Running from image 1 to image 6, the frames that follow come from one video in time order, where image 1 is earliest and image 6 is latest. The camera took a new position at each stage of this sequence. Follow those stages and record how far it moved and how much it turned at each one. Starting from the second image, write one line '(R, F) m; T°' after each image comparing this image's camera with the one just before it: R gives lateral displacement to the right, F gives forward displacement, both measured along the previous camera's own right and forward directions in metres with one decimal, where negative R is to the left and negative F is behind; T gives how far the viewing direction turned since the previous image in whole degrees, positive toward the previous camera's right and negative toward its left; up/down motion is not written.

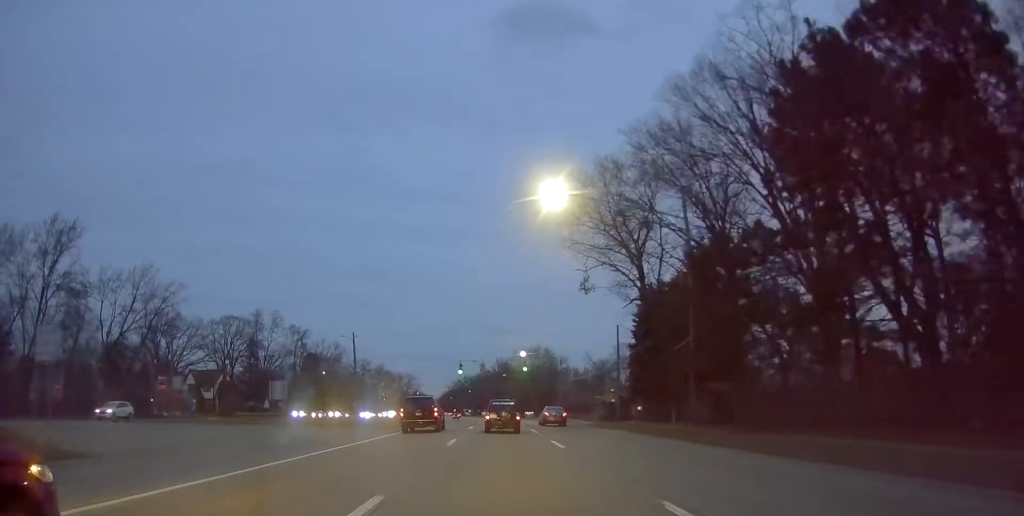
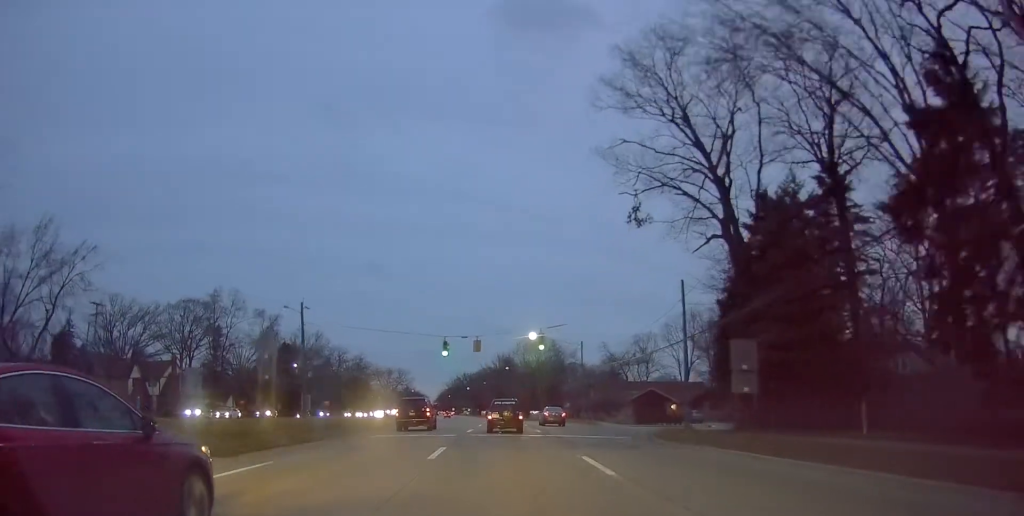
(-0.8, +20.9) m; -2°
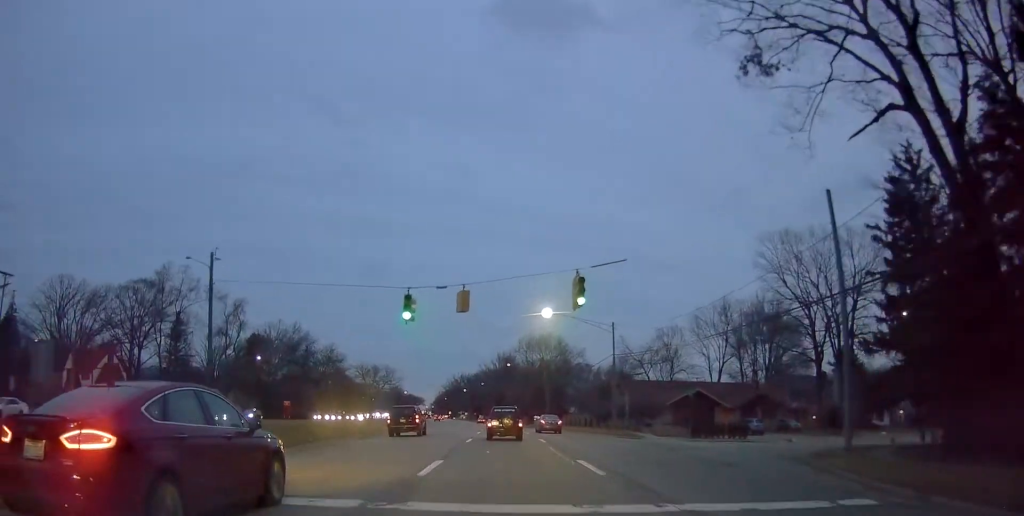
(+0.2, +19.0) m; +2°
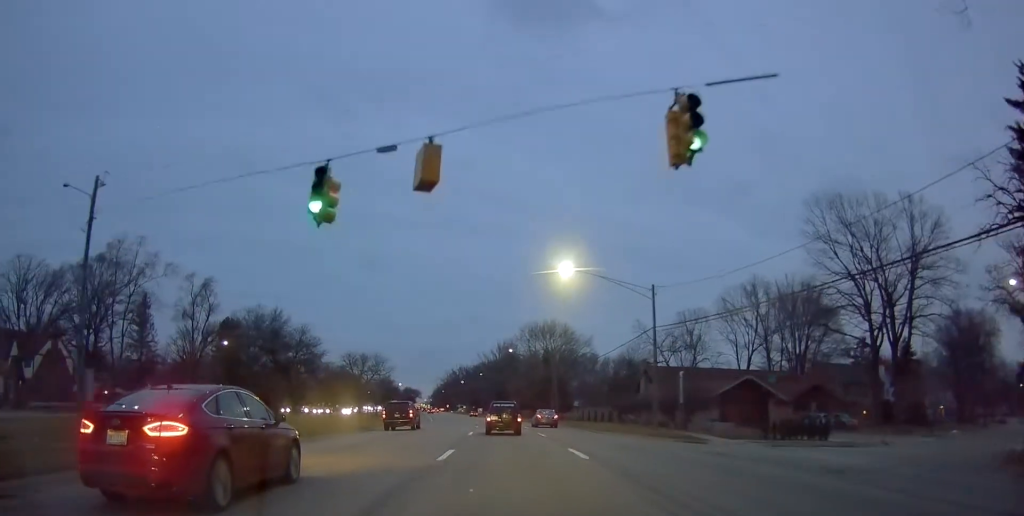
(+0.4, +13.4) m; +1°
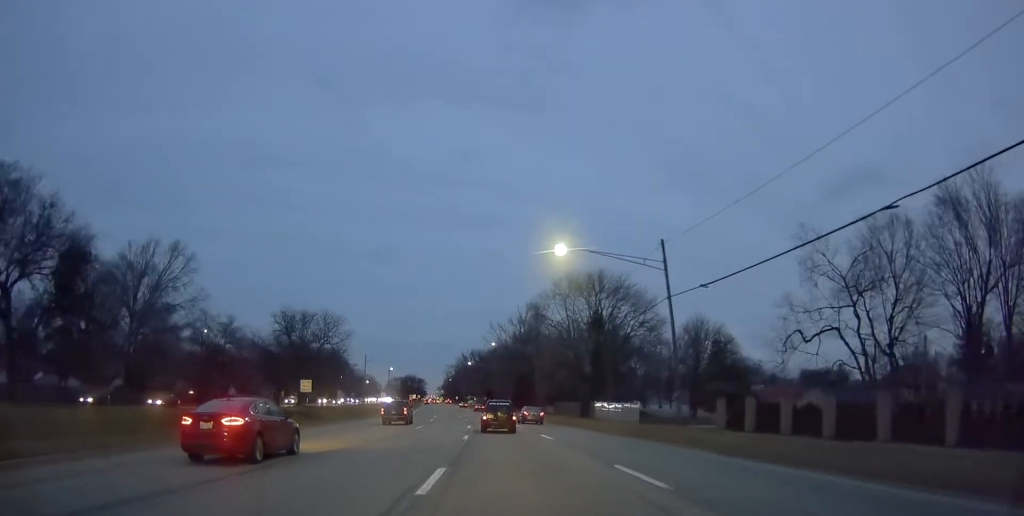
(-1.7, +51.9) m; -2°
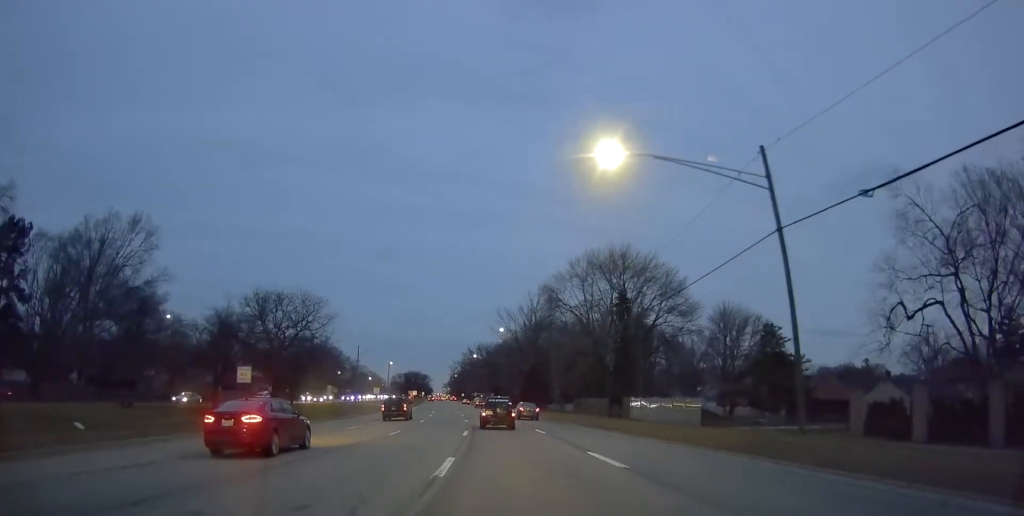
(+0.2, +13.3) m; -1°
